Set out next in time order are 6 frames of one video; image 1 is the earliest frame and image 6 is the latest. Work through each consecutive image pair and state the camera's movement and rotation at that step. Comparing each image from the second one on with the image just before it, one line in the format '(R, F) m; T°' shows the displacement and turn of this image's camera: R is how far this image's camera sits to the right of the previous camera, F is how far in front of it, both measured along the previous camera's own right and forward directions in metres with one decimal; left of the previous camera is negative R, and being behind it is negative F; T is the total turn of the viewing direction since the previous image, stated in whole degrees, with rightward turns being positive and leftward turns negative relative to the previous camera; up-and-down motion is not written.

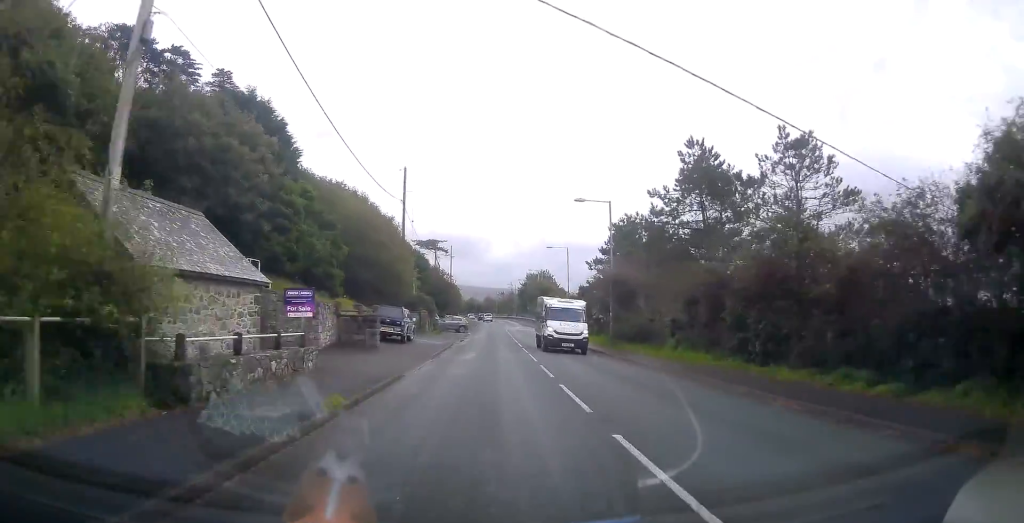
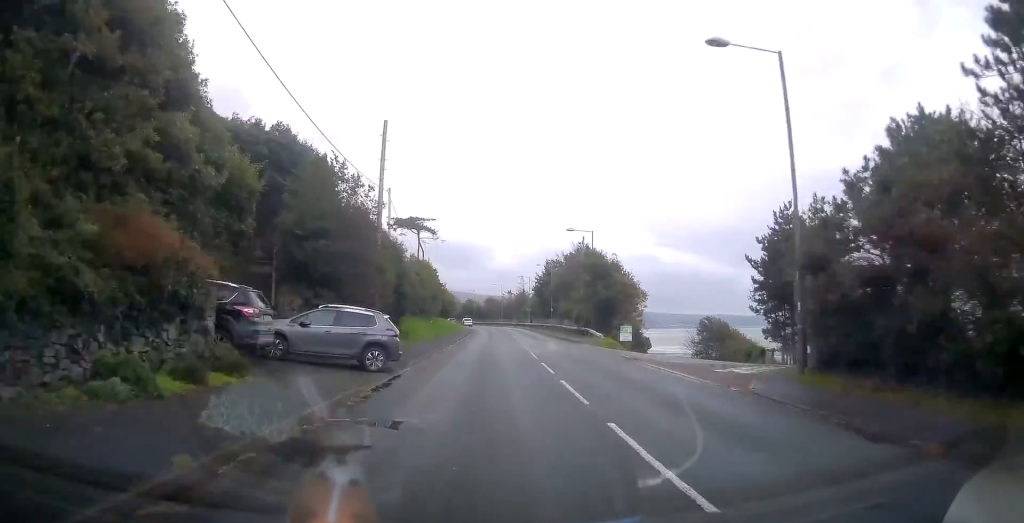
(-0.3, +46.2) m; -1°
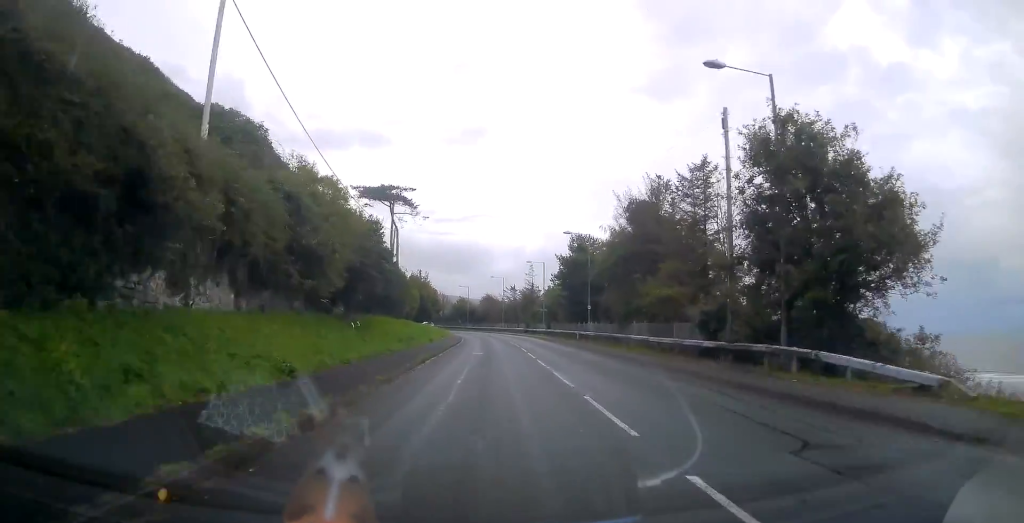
(-0.1, +32.4) m; 0°
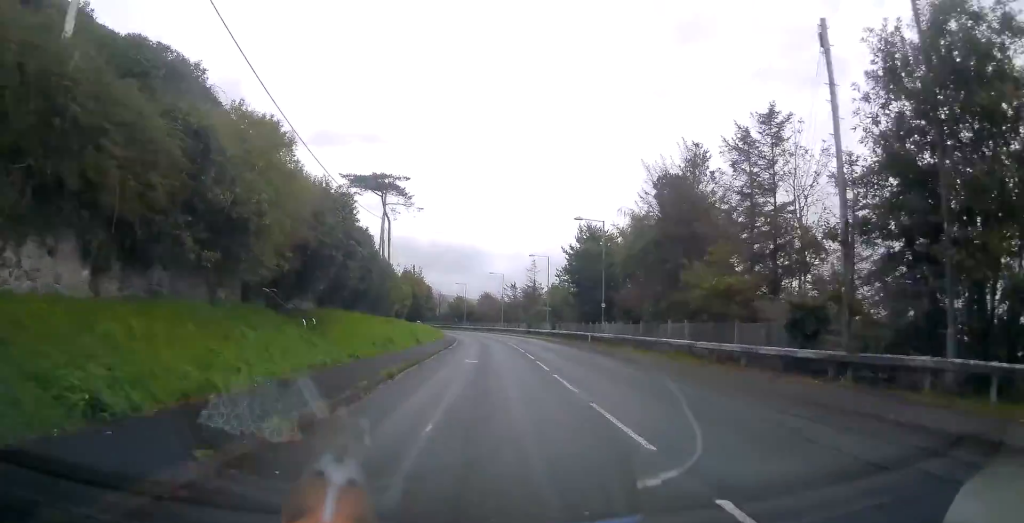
(0.0, +6.7) m; 0°
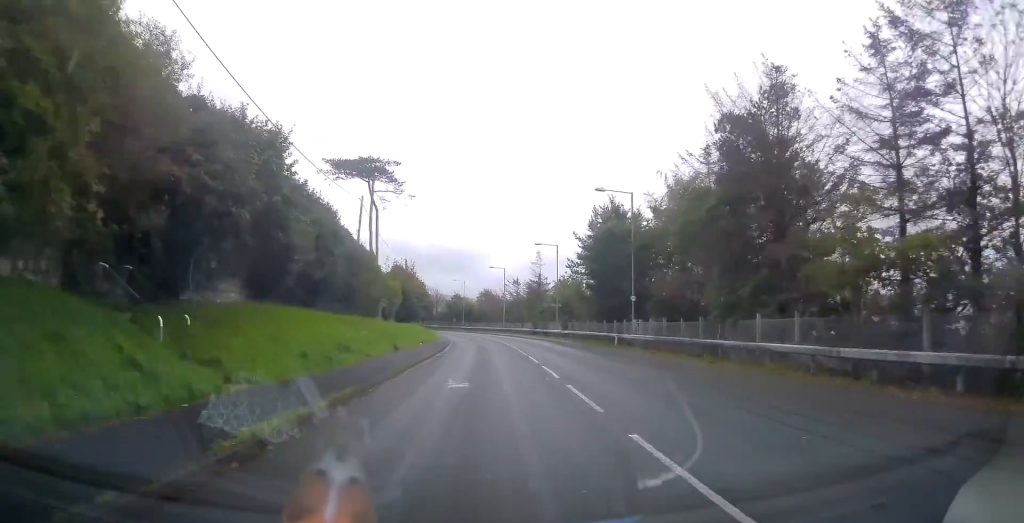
(0.0, +8.9) m; 0°
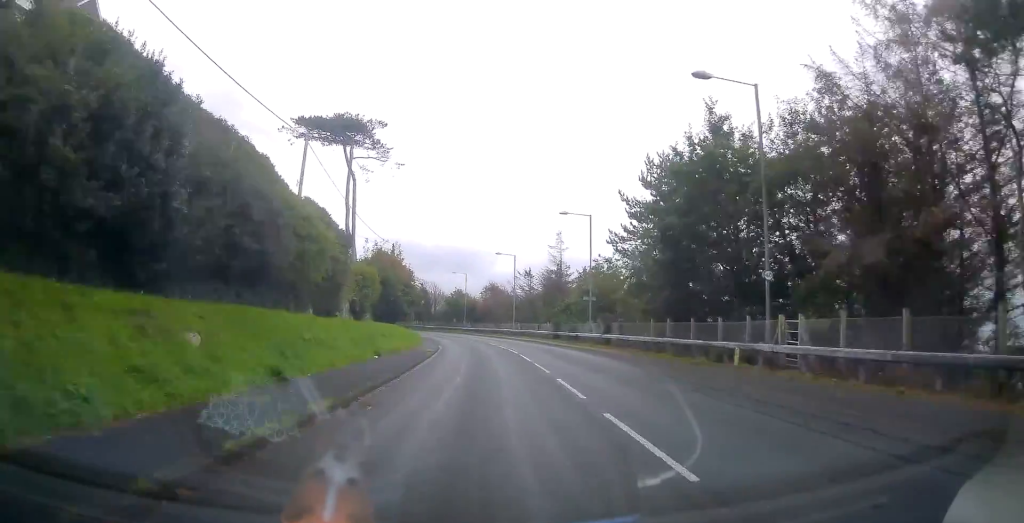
(-0.1, +16.2) m; 0°
